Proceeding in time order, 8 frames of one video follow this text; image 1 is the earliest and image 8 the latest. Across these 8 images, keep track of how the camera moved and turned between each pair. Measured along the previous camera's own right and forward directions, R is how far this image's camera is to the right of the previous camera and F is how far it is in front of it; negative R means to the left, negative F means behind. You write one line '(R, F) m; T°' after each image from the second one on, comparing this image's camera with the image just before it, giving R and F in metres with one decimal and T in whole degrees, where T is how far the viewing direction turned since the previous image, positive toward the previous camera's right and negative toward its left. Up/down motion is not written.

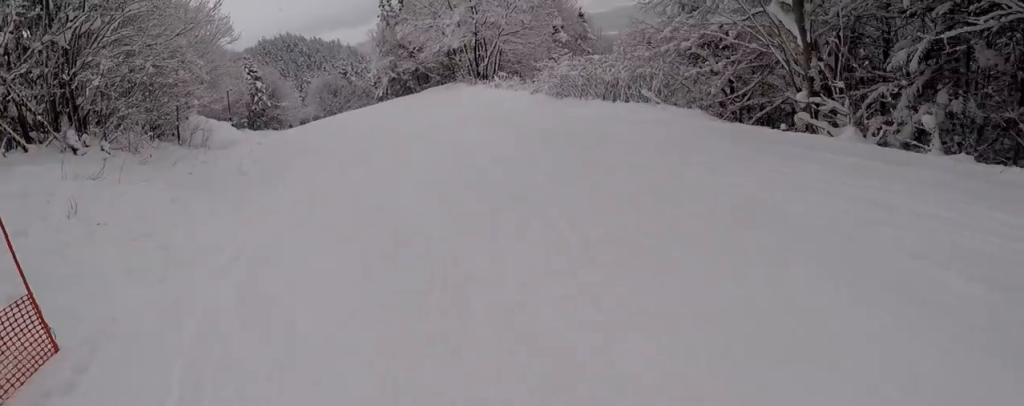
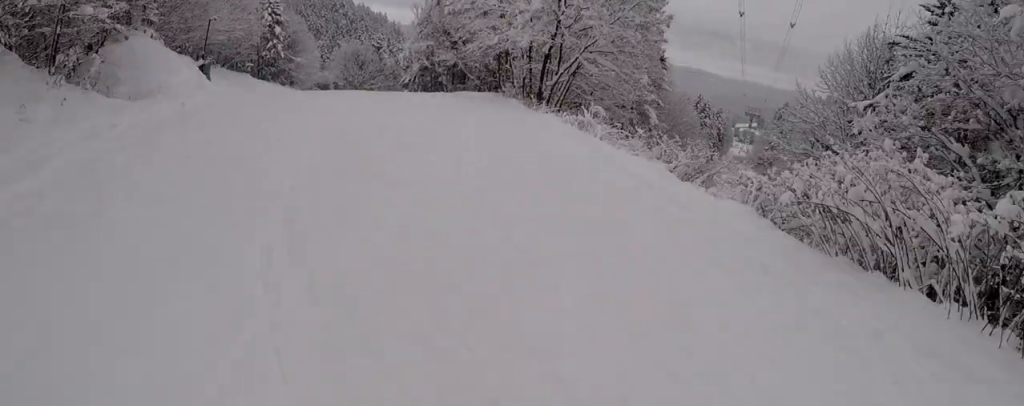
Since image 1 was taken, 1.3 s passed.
(+0.7, +13.6) m; -1°
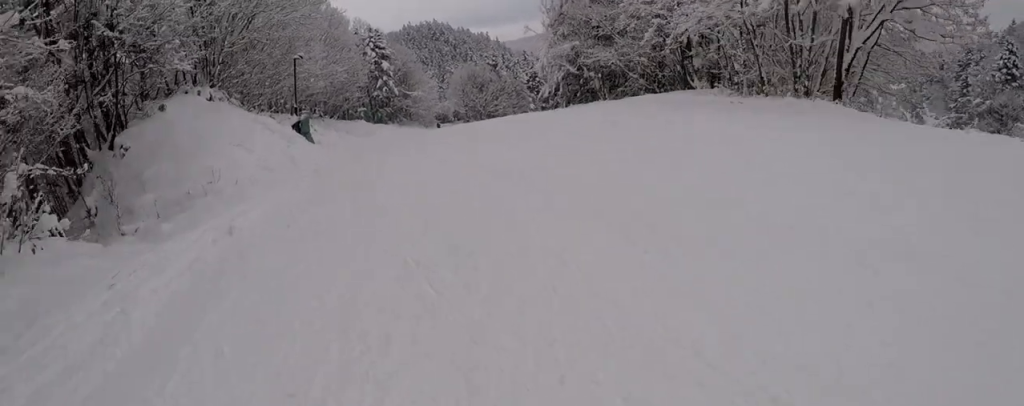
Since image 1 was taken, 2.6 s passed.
(-0.5, +12.9) m; +2°
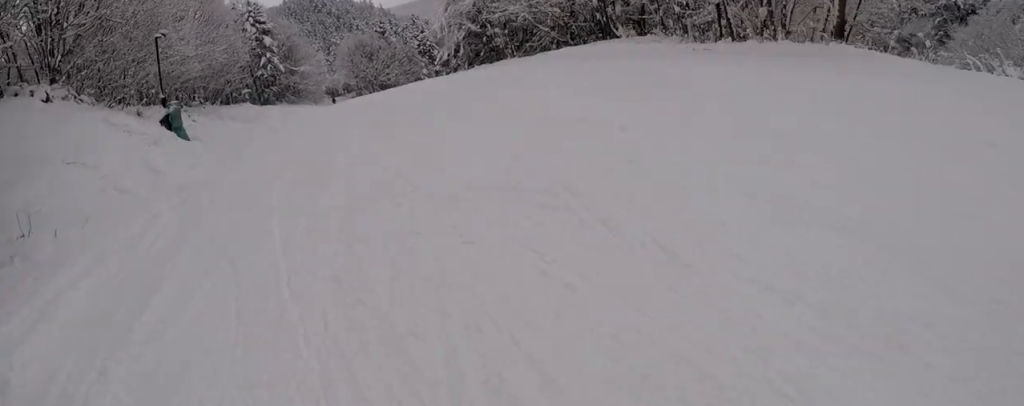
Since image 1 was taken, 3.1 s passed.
(0.0, +4.8) m; +4°
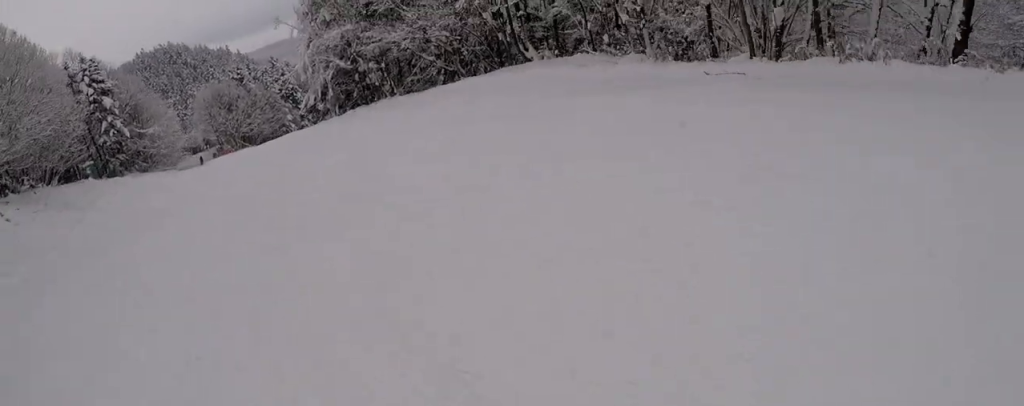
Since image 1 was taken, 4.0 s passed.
(+0.6, +8.3) m; +7°
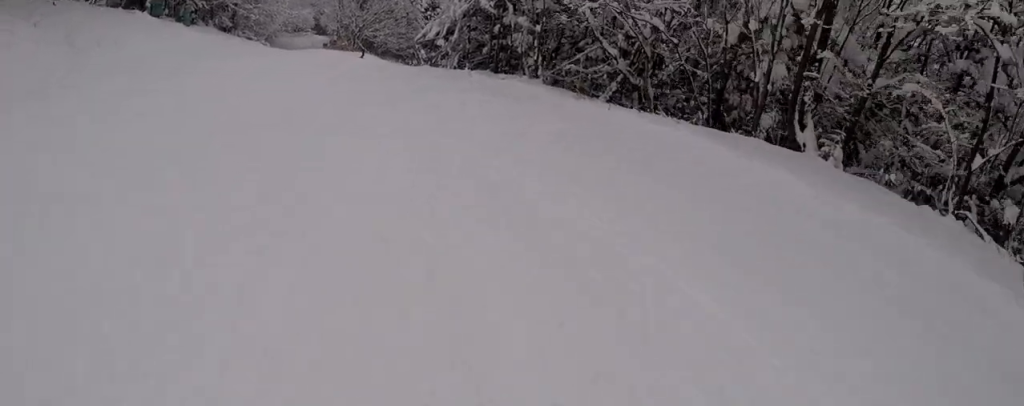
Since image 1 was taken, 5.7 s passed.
(+0.1, +14.6) m; -9°
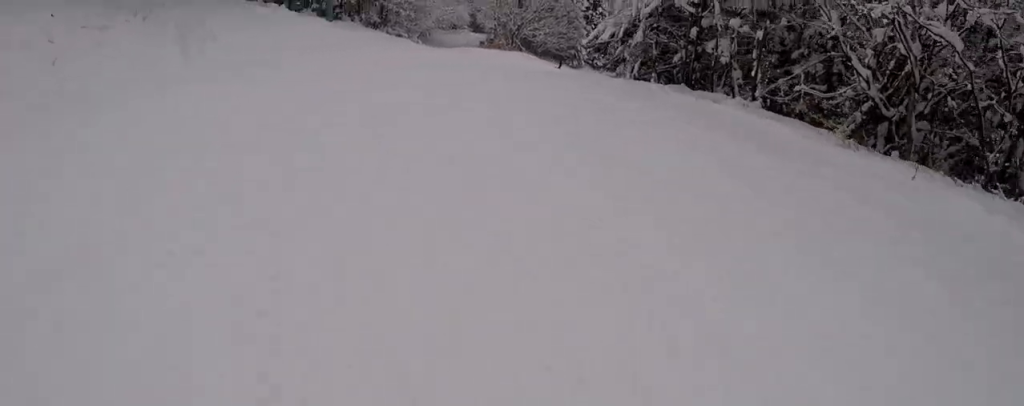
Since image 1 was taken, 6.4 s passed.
(-0.6, +6.0) m; -7°
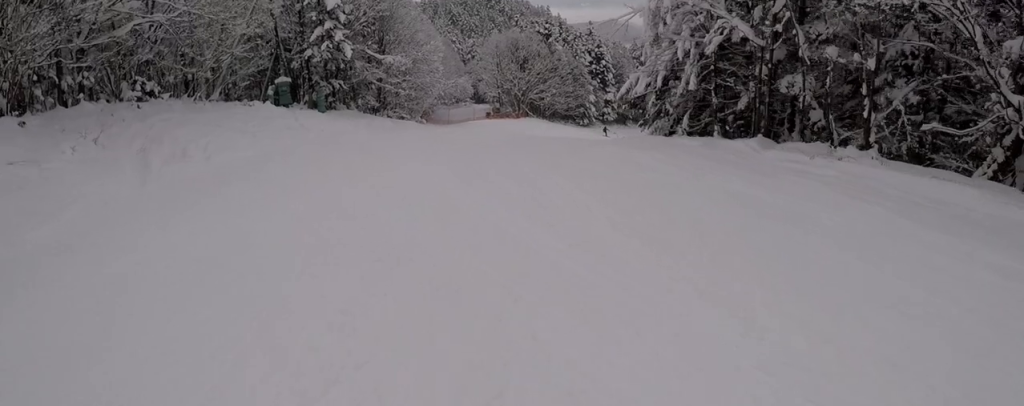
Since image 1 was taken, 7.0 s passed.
(-0.4, +5.0) m; -4°
